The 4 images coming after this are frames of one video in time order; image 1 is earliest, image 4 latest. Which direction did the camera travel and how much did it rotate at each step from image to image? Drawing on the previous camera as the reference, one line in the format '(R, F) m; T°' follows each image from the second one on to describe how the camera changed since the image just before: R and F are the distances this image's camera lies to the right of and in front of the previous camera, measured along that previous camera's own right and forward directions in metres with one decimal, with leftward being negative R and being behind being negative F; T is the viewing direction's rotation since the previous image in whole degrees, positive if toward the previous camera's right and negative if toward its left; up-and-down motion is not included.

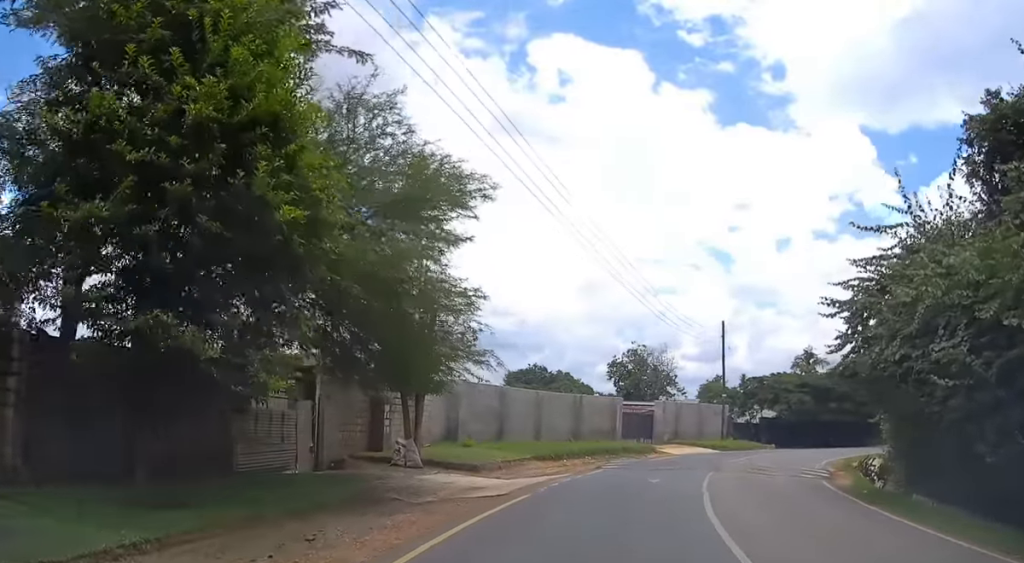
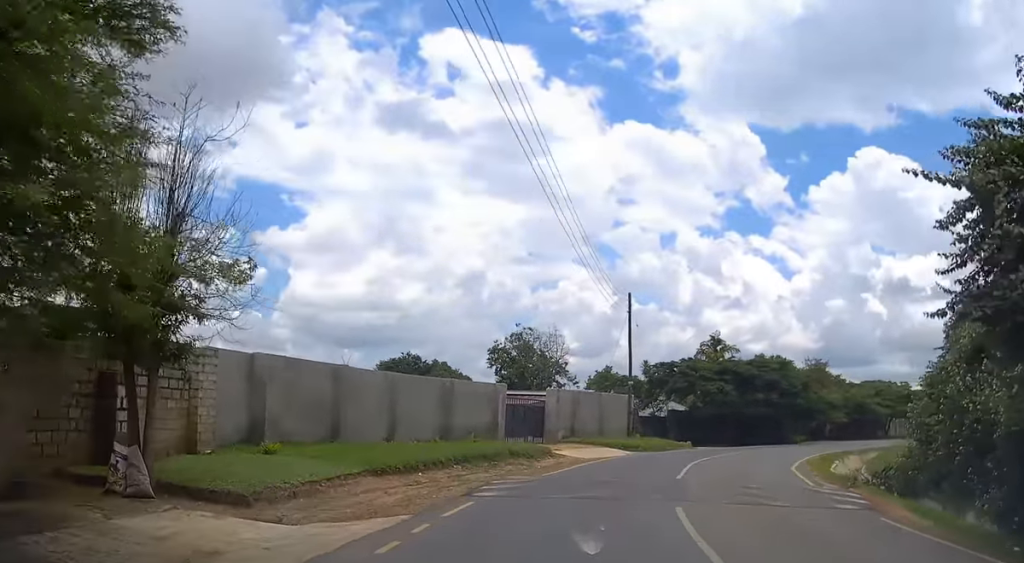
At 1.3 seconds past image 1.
(+0.7, +9.1) m; +9°
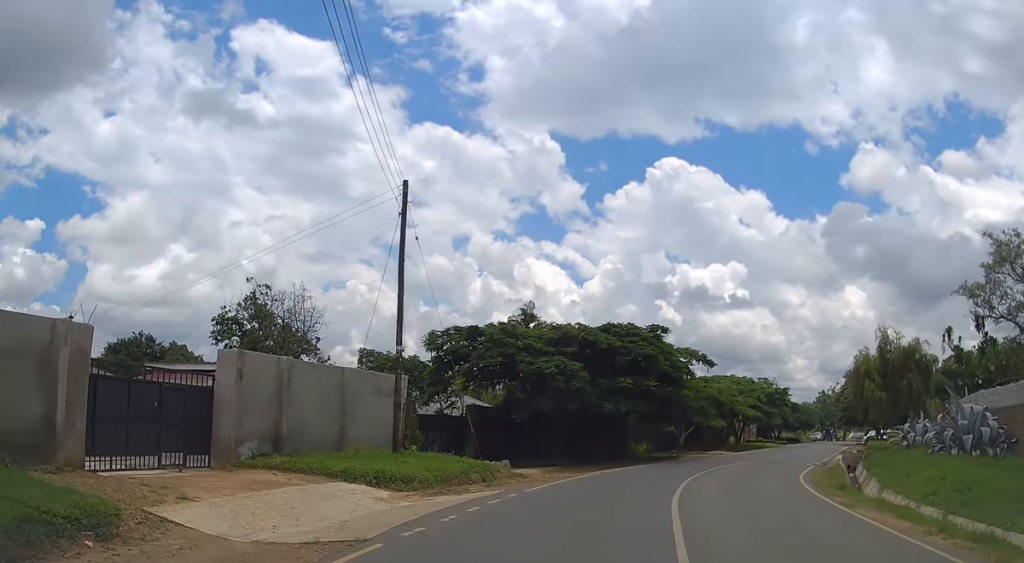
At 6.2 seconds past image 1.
(+3.3, +20.5) m; +18°
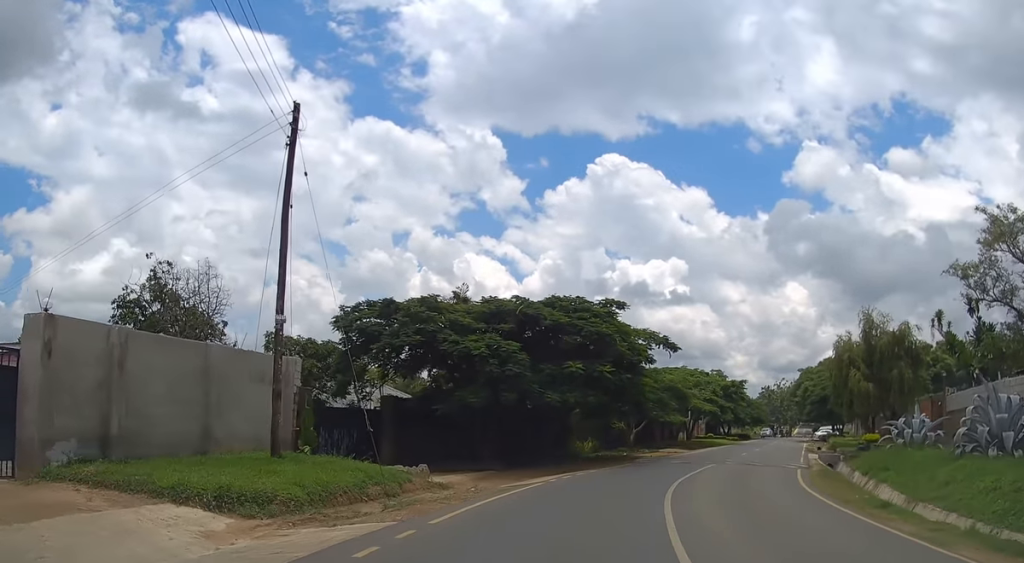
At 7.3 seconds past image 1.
(+0.2, +4.7) m; +6°
